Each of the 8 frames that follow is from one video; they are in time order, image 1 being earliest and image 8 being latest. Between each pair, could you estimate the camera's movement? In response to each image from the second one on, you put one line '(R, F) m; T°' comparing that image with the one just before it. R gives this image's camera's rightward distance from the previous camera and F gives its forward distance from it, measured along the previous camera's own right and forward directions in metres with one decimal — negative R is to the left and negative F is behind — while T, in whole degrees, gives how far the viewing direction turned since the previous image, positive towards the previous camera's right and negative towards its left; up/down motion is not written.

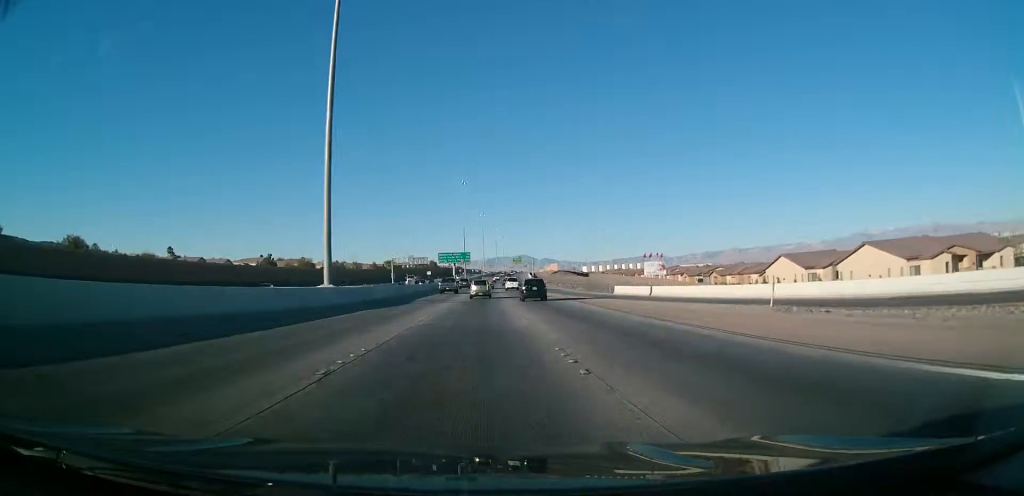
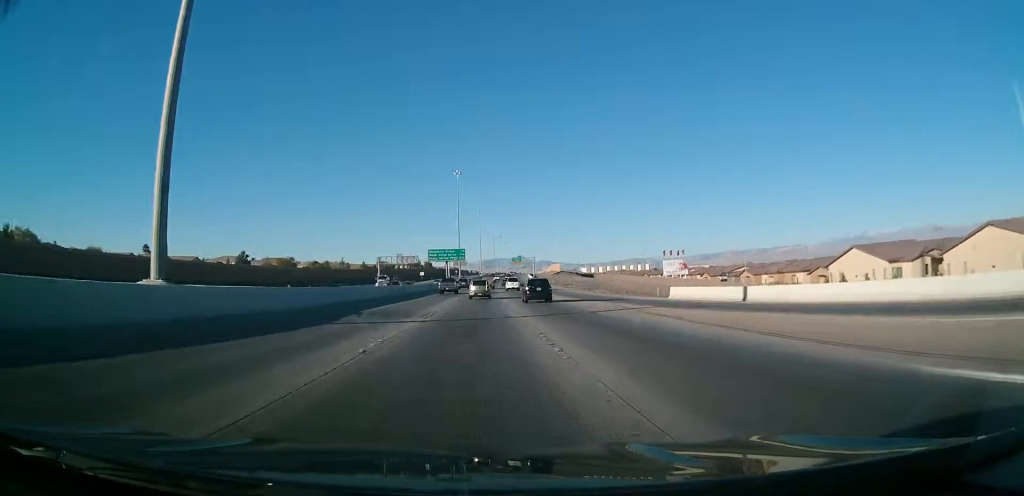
(-0.2, +21.7) m; -1°
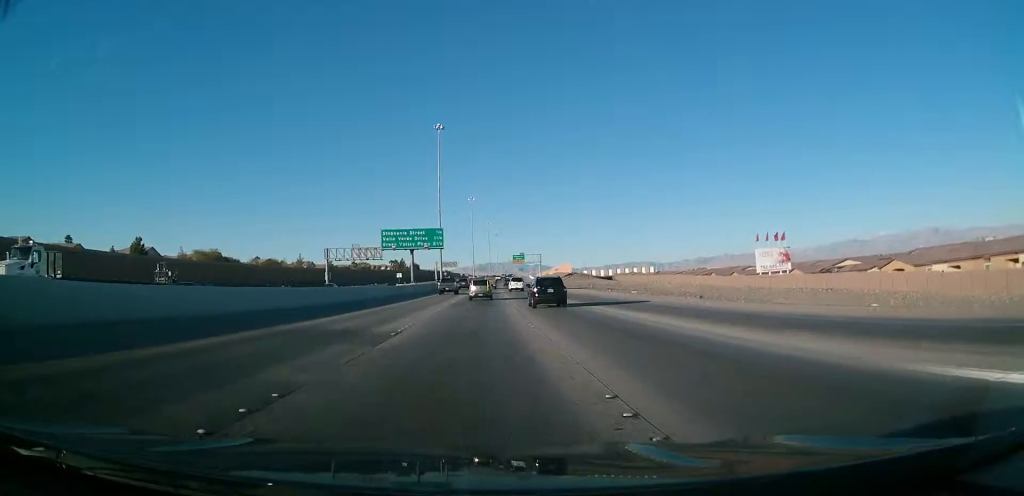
(-0.4, +57.6) m; 0°
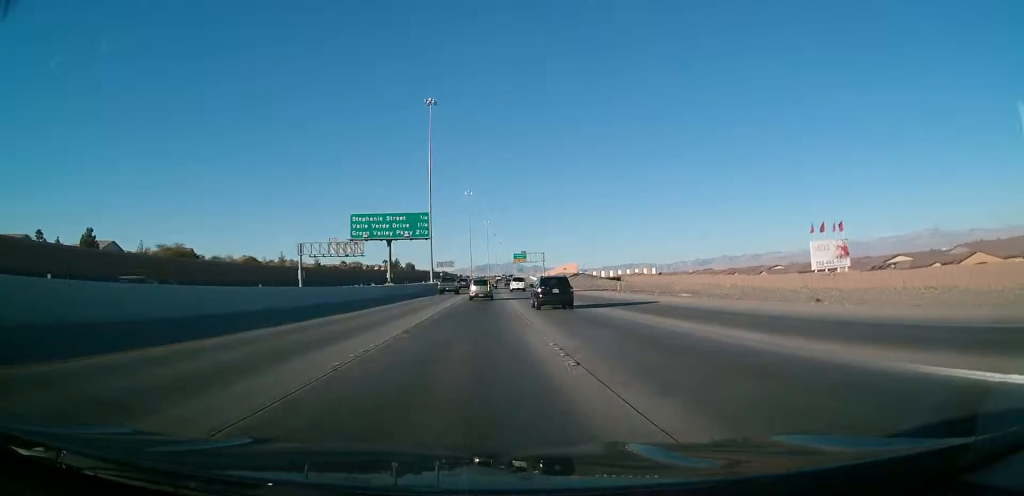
(-0.1, +18.5) m; +1°
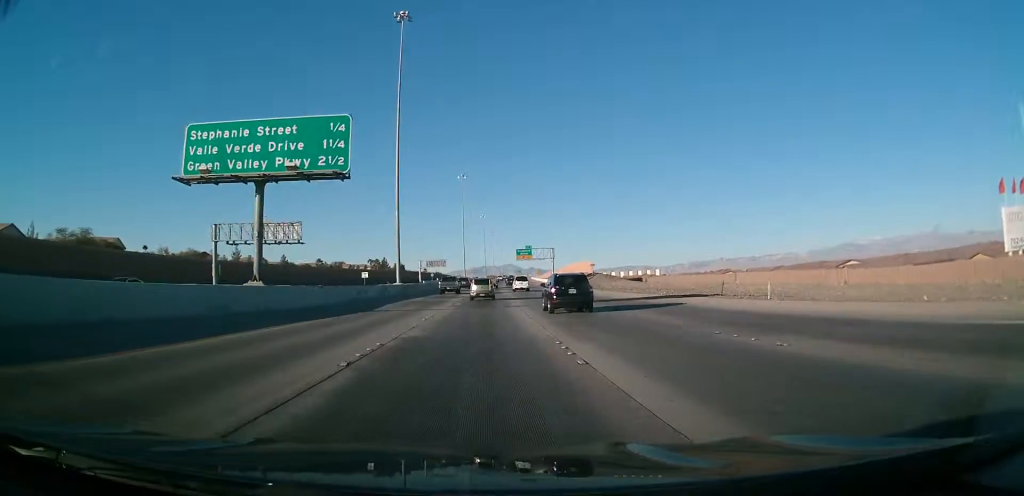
(+0.7, +37.0) m; +1°
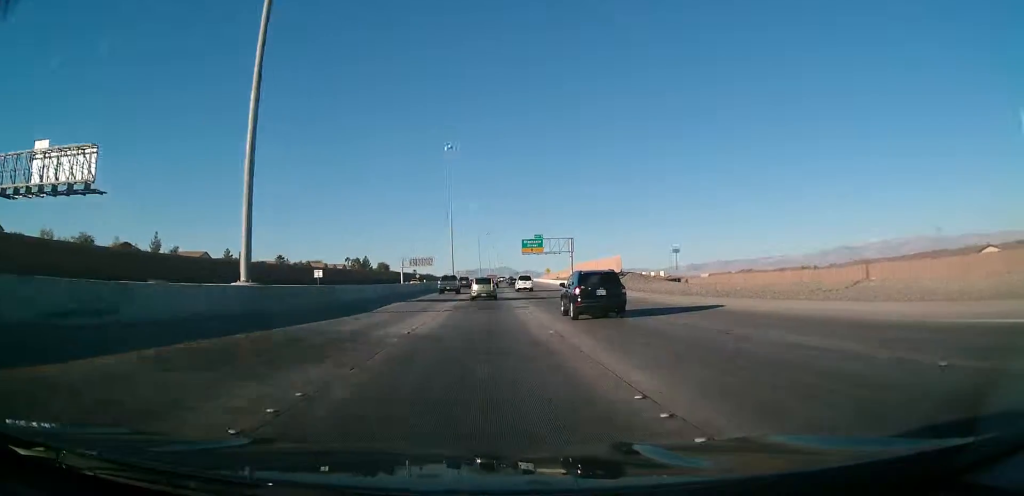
(-0.1, +43.4) m; 0°
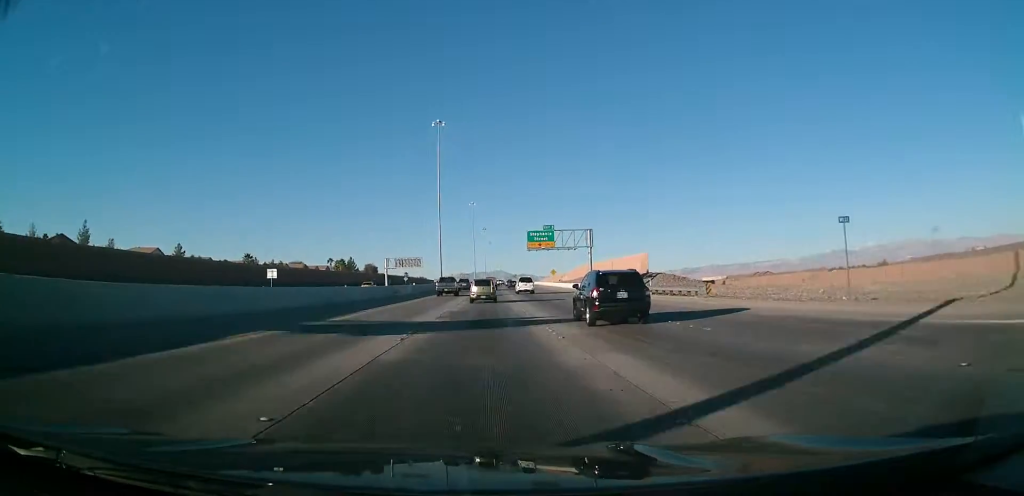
(+0.1, +26.0) m; +1°
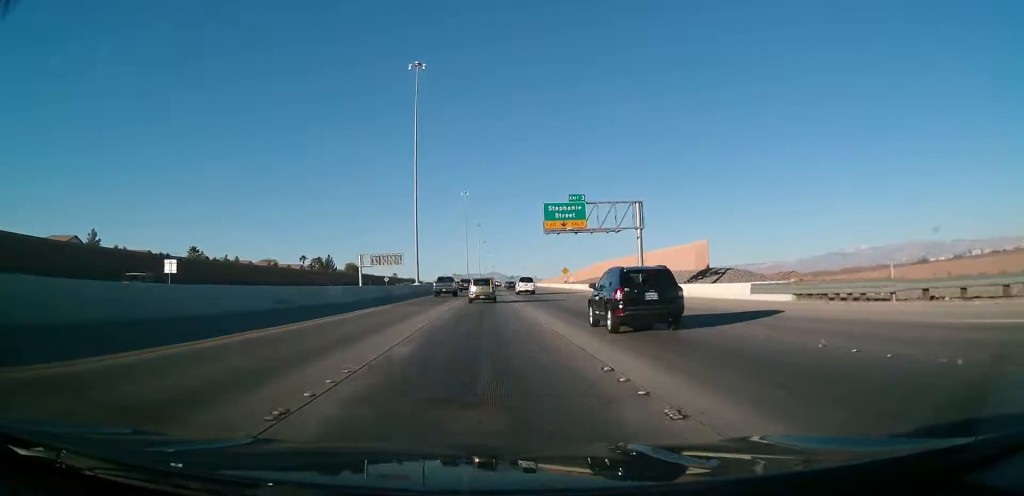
(+0.4, +33.5) m; 0°
